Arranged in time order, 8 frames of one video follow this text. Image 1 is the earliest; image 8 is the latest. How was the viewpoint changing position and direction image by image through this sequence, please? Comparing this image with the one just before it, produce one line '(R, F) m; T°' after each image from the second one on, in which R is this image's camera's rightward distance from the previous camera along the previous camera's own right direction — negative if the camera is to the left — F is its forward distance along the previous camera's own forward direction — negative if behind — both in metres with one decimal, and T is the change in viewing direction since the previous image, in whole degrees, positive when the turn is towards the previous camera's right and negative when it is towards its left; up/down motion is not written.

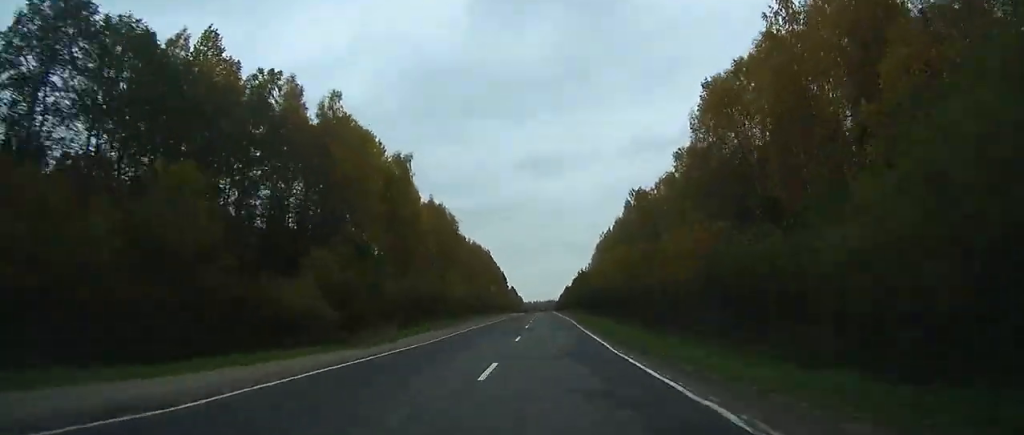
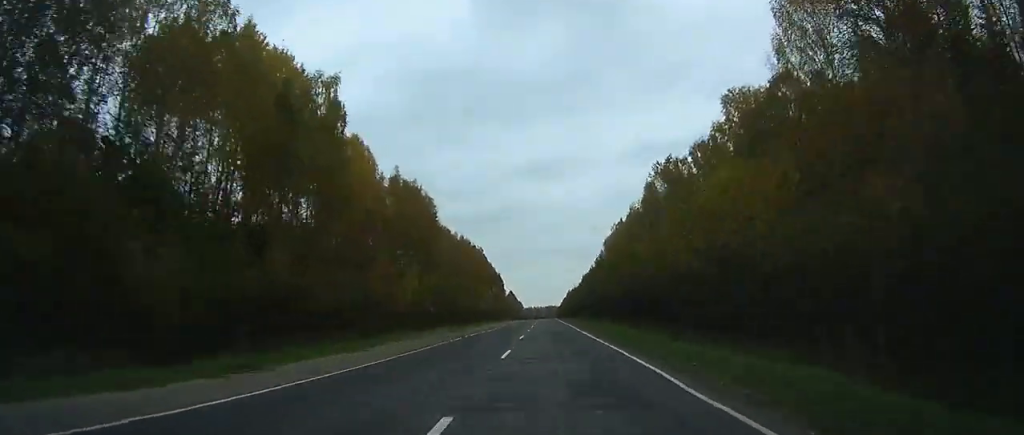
(0.0, +29.3) m; 0°
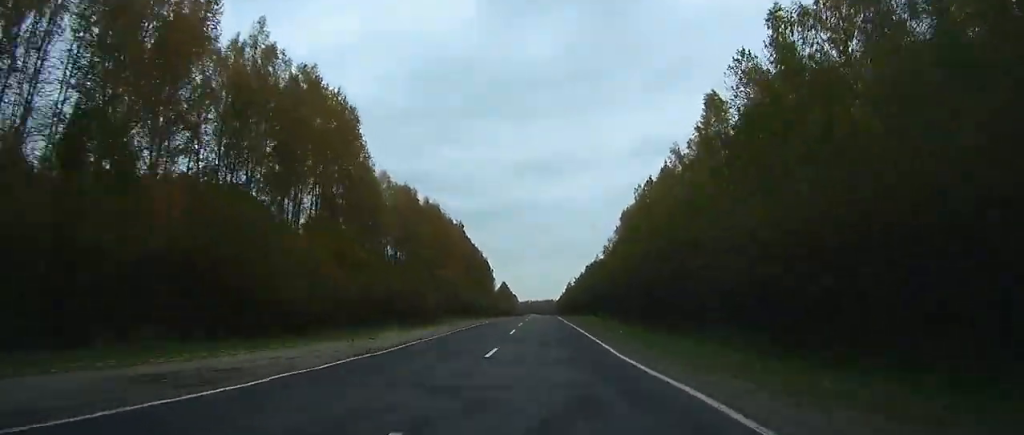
(0.0, +49.3) m; 0°
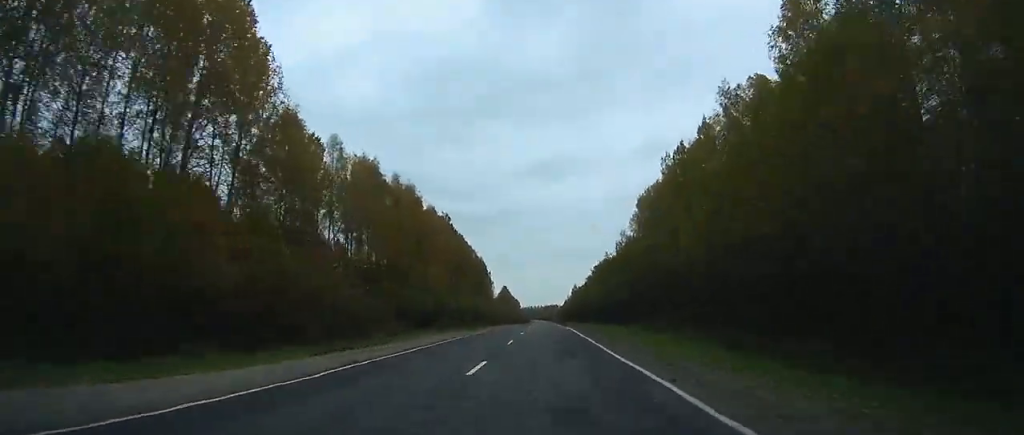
(0.0, +28.4) m; 0°
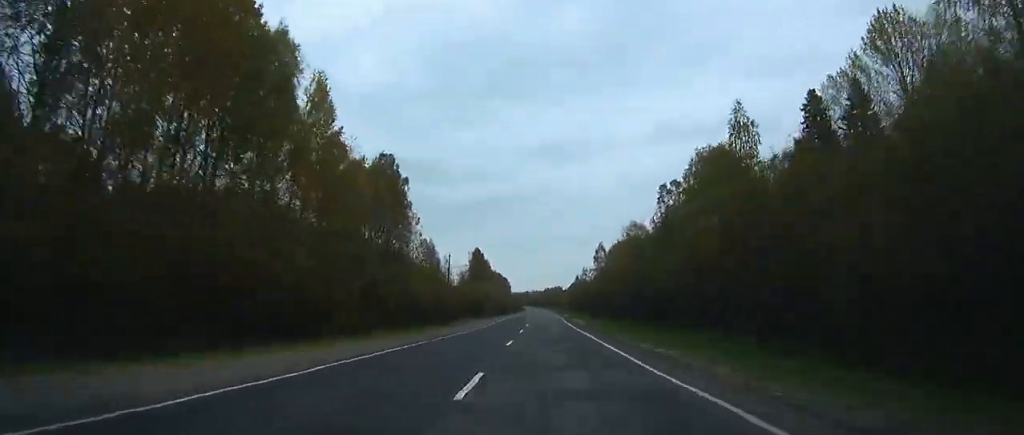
(-3.5, +147.9) m; 0°
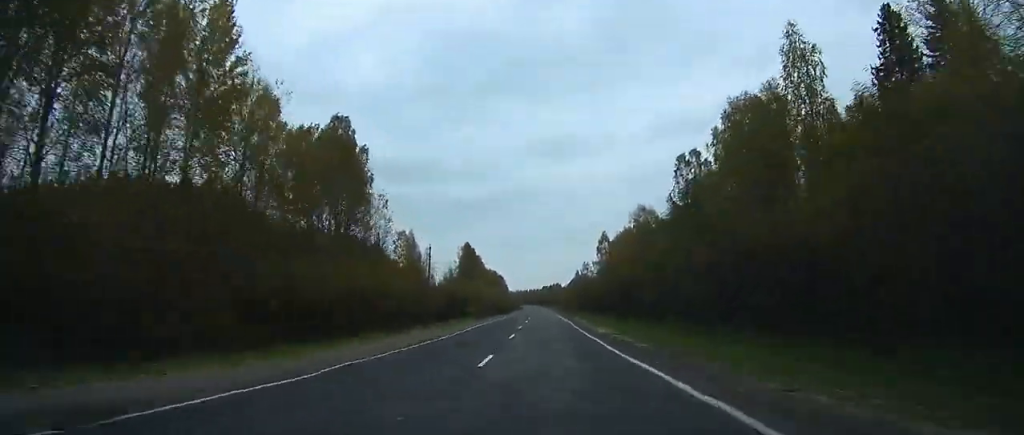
(+1.3, +18.7) m; +1°
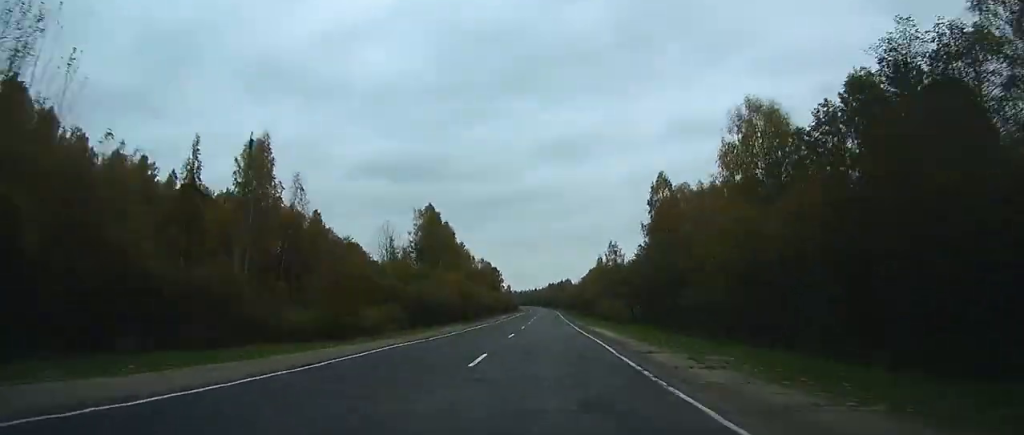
(+0.5, +74.4) m; -1°
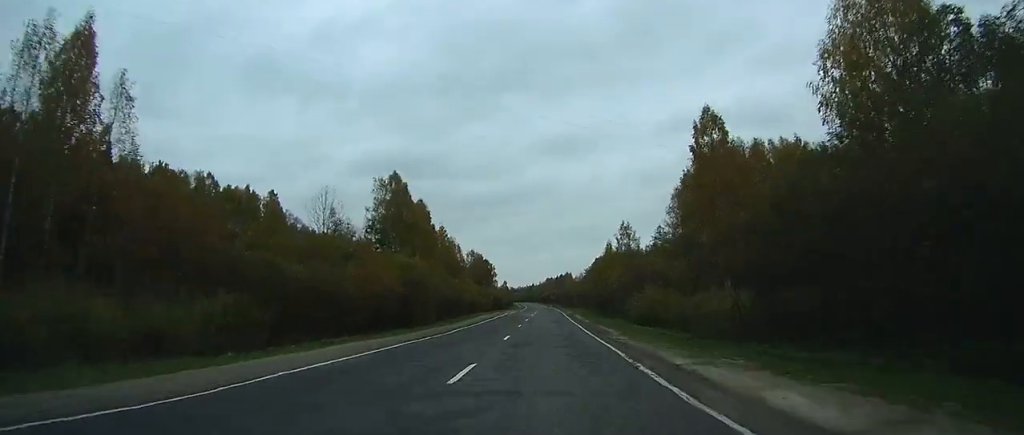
(-0.1, +28.7) m; 0°
